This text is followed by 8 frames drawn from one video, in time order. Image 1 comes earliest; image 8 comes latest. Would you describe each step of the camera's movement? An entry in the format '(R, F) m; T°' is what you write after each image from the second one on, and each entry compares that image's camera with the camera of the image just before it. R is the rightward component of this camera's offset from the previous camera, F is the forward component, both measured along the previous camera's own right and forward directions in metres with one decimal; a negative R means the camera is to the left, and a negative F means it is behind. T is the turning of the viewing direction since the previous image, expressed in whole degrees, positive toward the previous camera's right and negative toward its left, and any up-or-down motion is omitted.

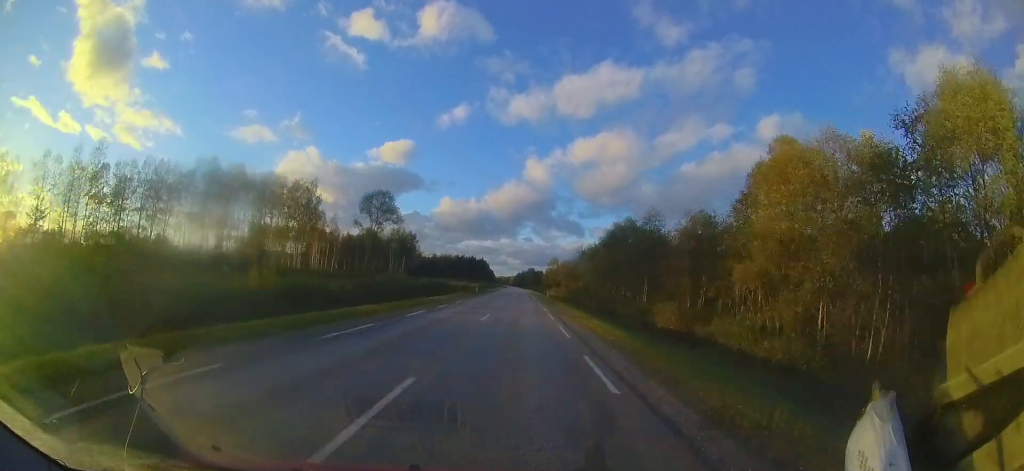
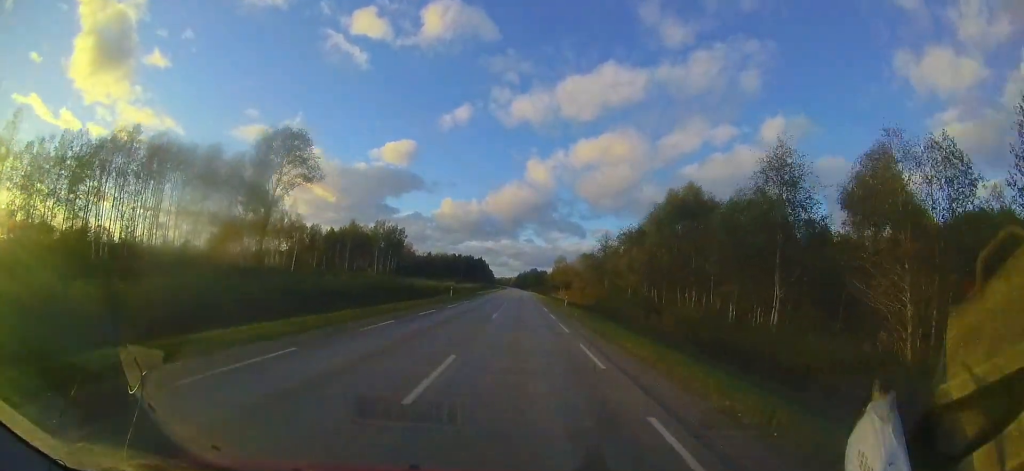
(0.0, +22.5) m; -1°
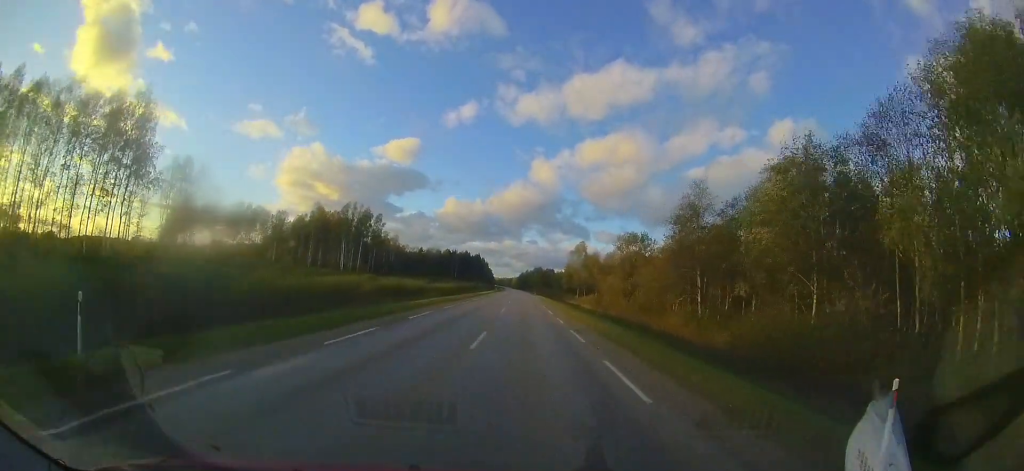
(-0.3, +32.3) m; -2°
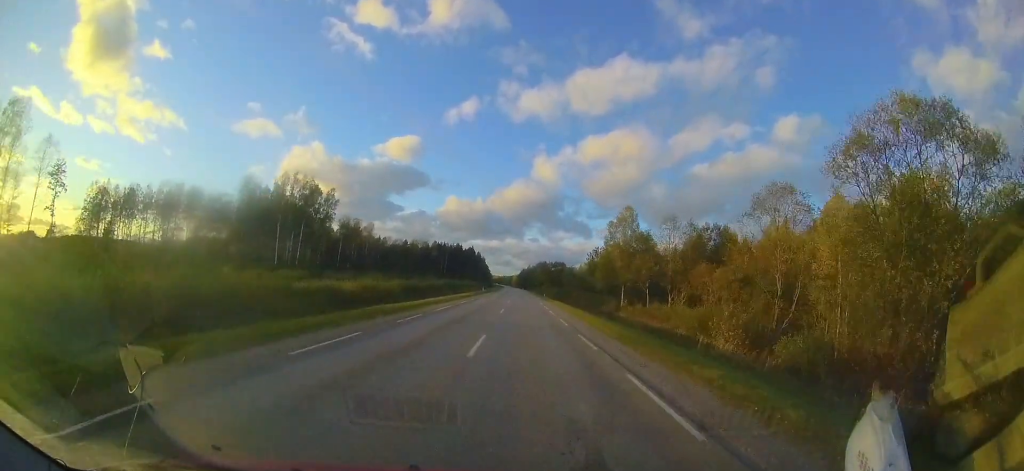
(-0.2, +37.9) m; 0°
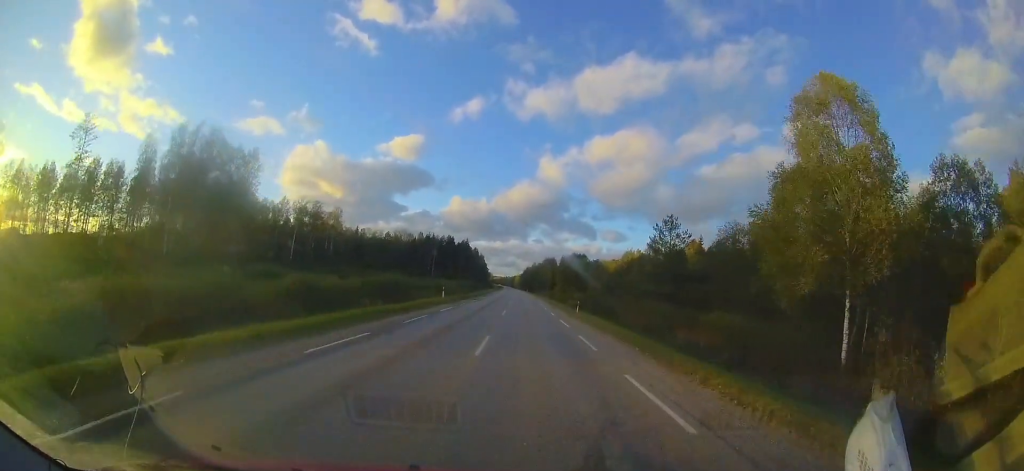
(+0.1, +35.6) m; 0°
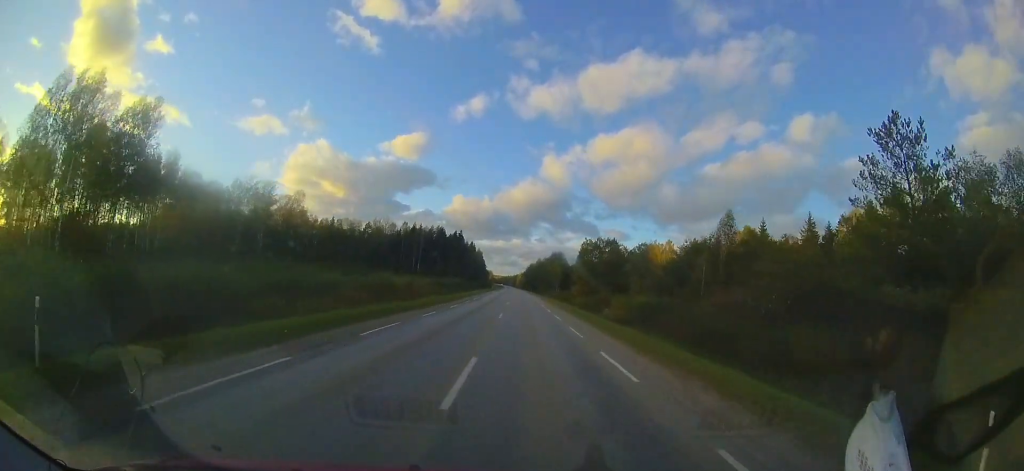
(0.0, +27.7) m; 0°
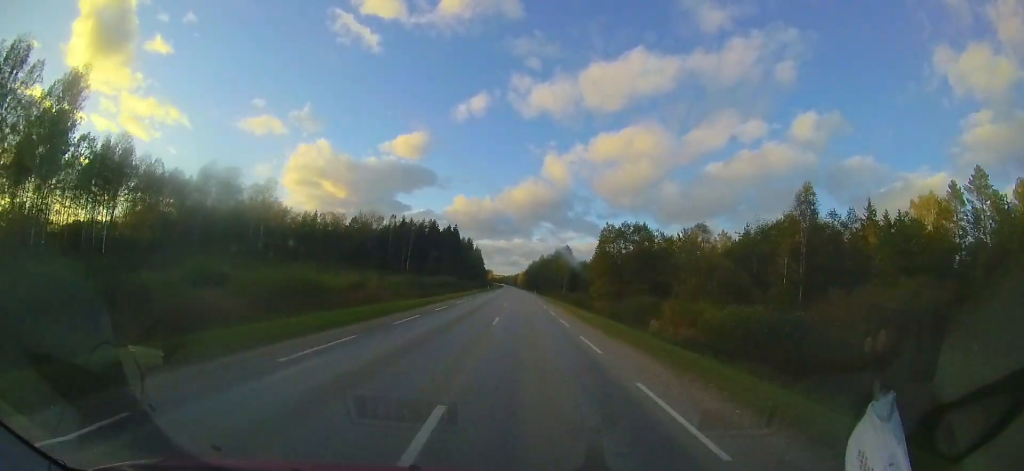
(0.0, +15.3) m; 0°
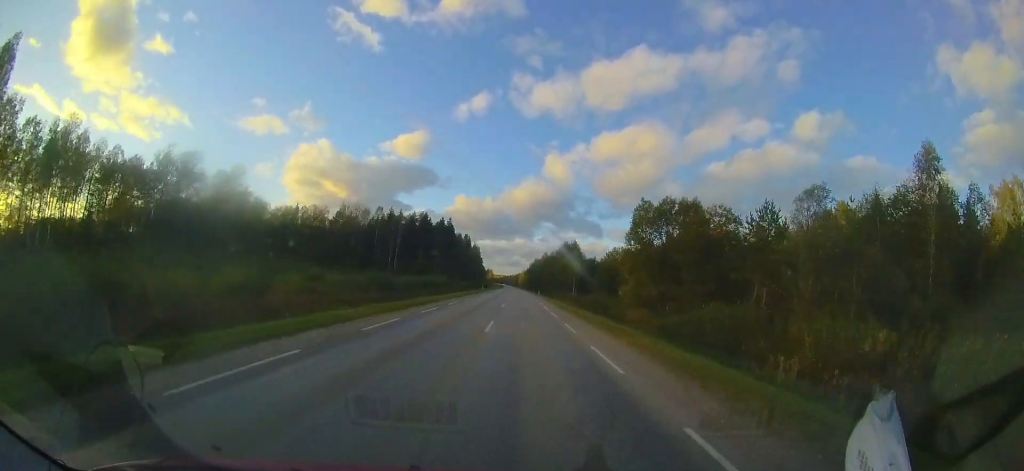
(+0.1, +13.9) m; -1°
